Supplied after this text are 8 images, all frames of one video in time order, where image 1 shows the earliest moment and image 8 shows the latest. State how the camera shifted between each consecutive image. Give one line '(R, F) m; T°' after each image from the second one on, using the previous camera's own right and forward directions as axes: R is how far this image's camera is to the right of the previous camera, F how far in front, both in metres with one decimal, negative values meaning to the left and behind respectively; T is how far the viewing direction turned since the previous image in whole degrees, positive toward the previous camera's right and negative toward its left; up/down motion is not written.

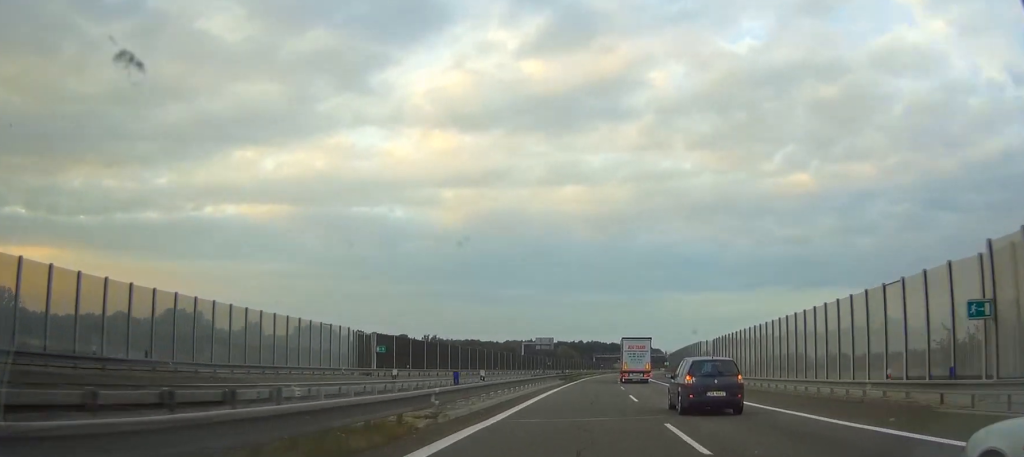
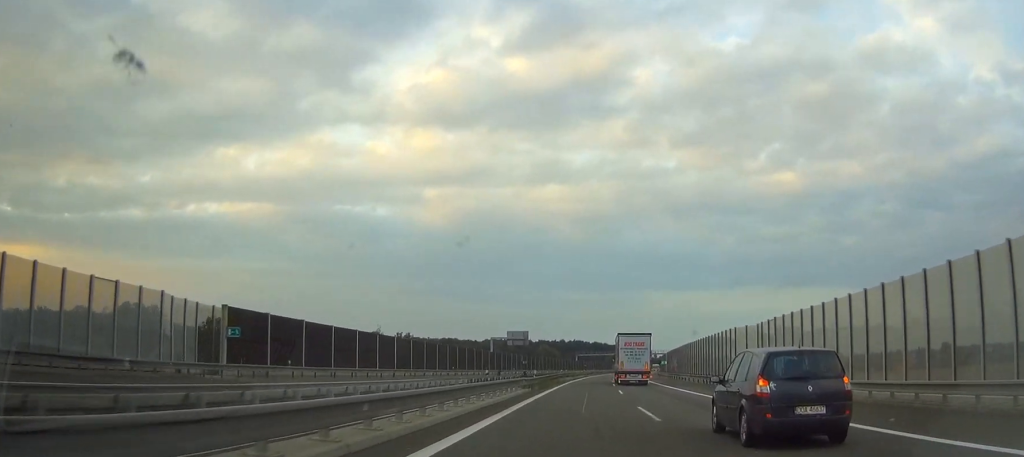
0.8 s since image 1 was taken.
(+0.2, +26.8) m; +1°
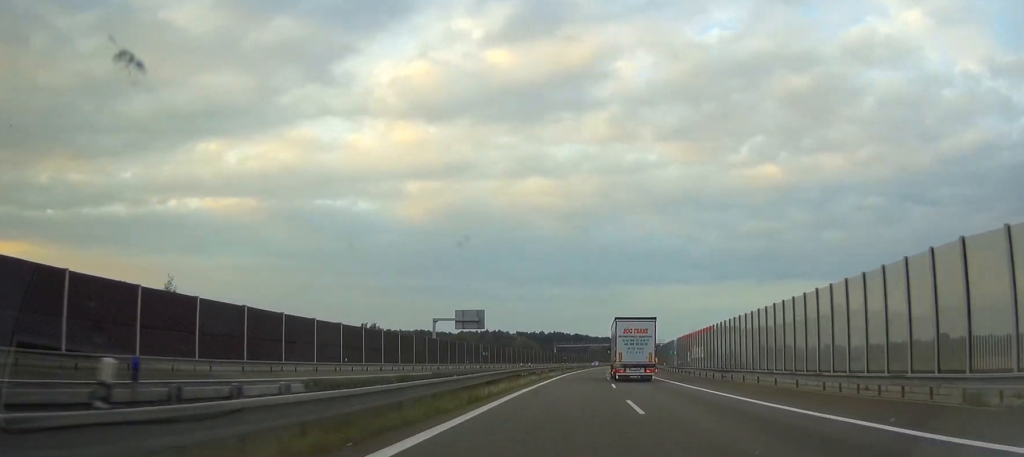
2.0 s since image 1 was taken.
(+0.6, +37.7) m; +2°
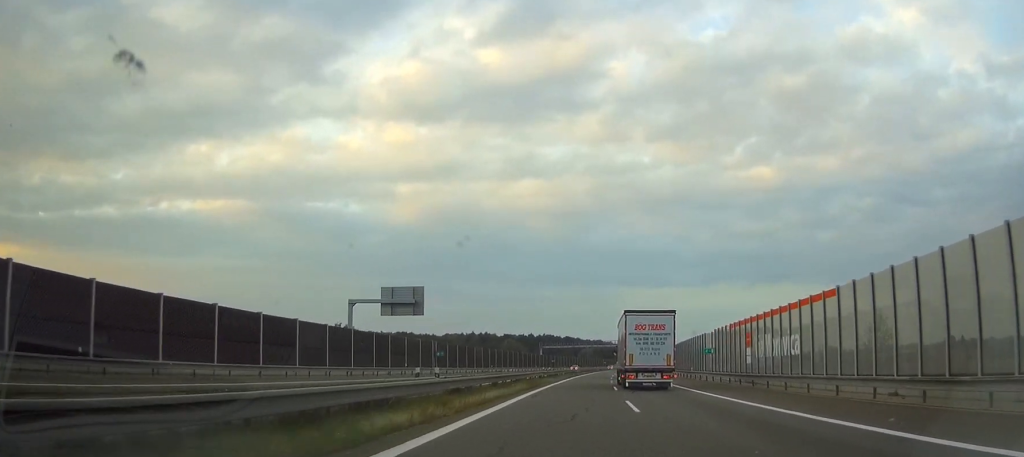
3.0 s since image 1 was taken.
(+0.5, +32.5) m; +1°
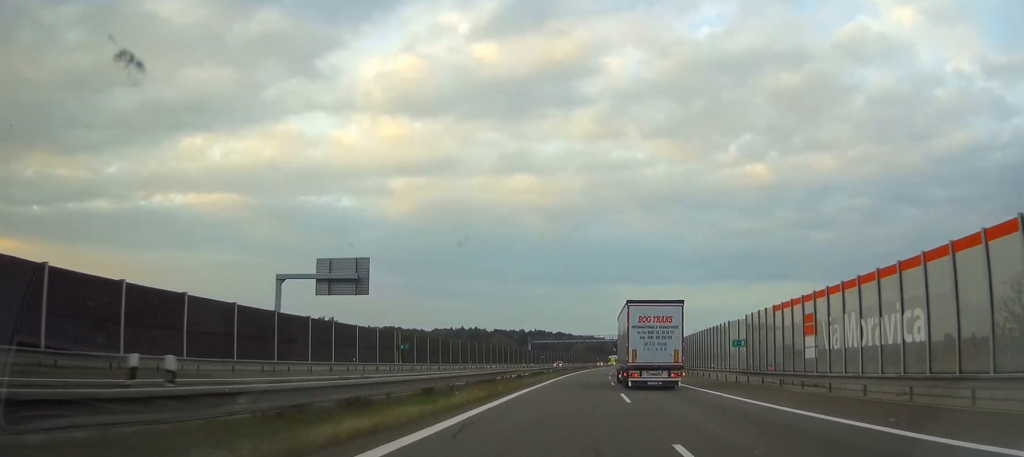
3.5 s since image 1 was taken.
(0.0, +15.3) m; 0°
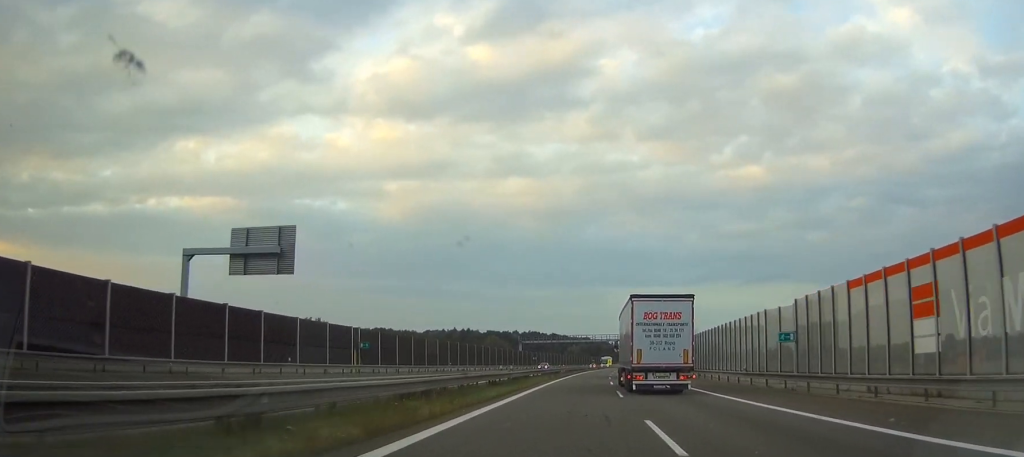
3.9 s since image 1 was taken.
(-0.1, +13.1) m; 0°
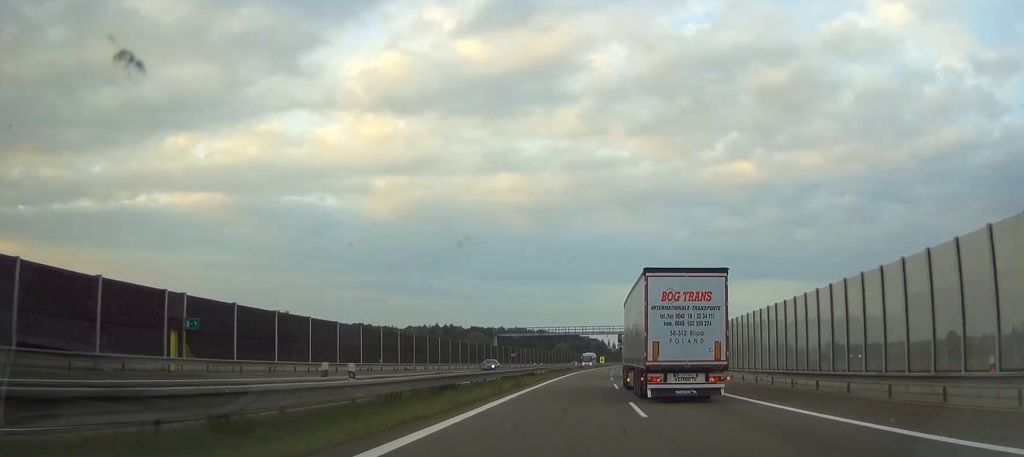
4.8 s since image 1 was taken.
(+0.3, +29.9) m; +1°
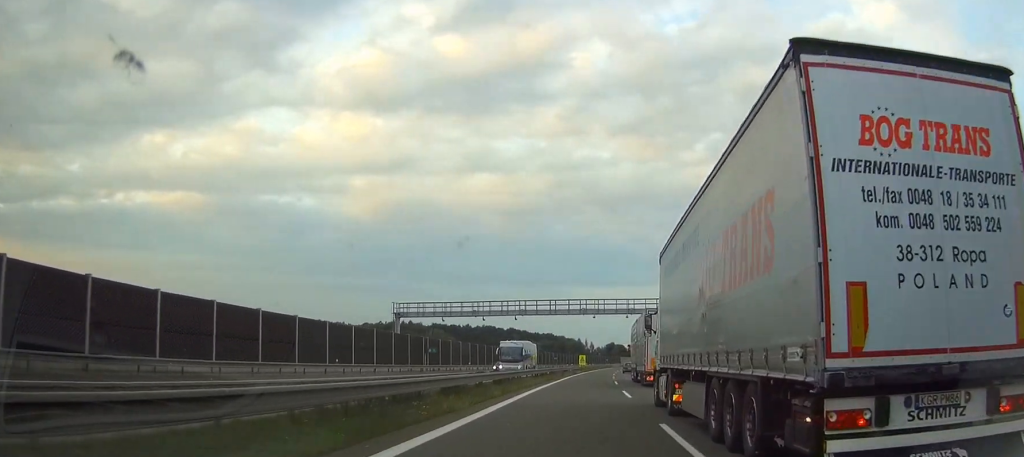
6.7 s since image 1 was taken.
(+1.3, +64.4) m; +2°
